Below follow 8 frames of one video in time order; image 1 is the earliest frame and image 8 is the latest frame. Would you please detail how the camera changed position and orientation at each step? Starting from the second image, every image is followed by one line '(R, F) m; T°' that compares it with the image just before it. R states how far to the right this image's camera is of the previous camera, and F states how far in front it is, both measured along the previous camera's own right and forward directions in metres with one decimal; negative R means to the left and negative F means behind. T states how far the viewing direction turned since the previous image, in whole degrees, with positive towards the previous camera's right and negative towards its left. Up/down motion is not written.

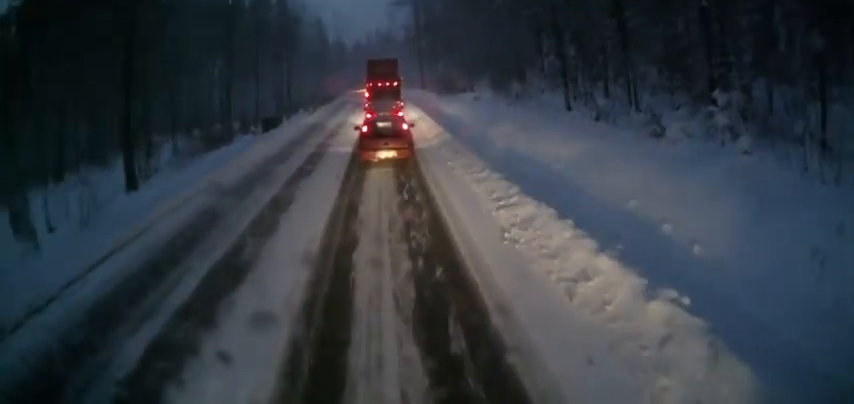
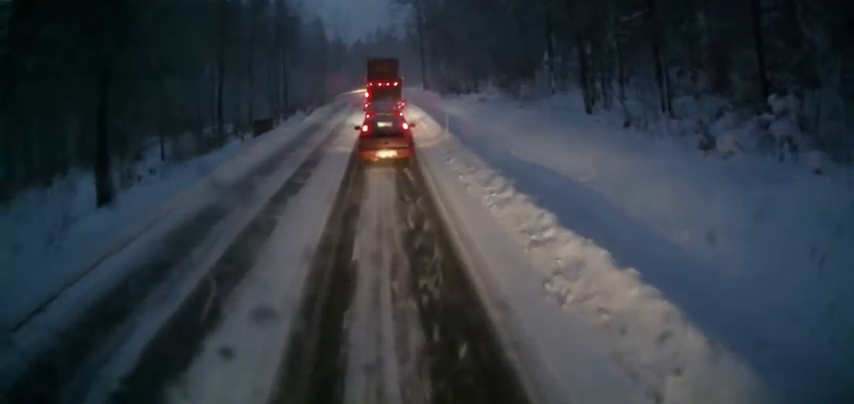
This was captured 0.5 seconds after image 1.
(+0.1, +2.0) m; +1°
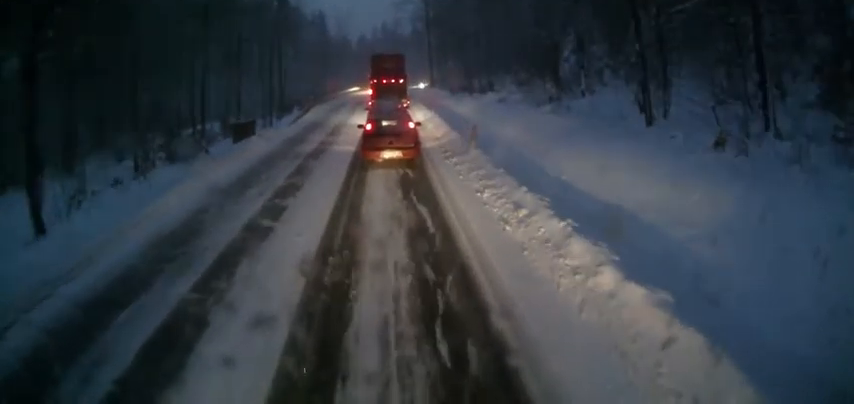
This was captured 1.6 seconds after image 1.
(+0.1, +4.5) m; +1°
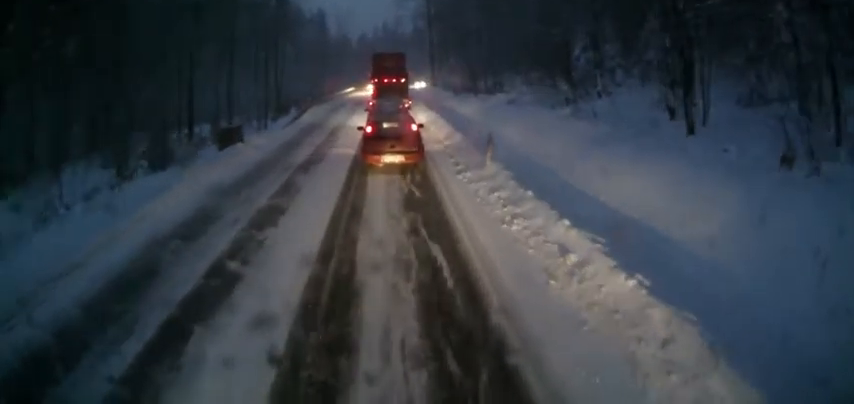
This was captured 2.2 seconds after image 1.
(0.0, +2.5) m; 0°
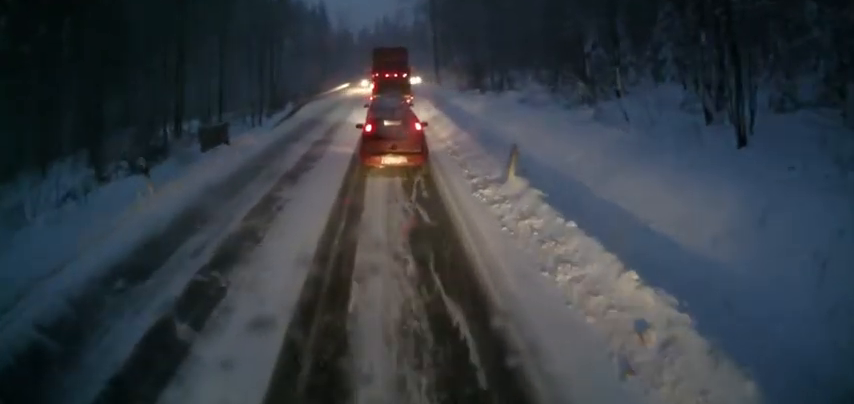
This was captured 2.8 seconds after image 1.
(0.0, +2.8) m; 0°
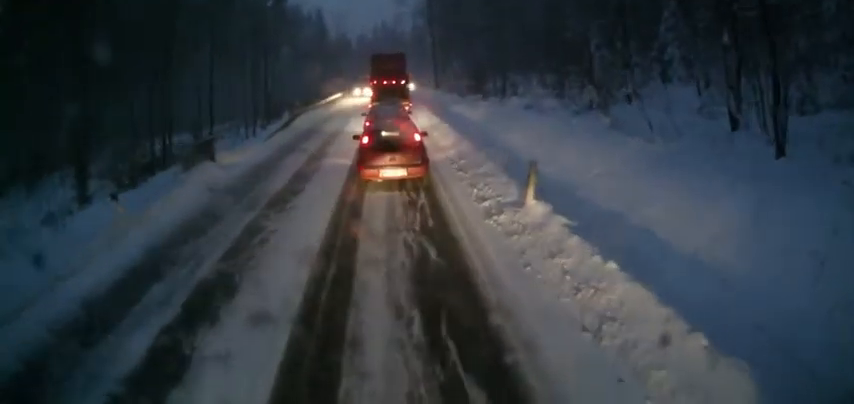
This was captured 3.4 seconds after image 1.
(0.0, +1.9) m; 0°
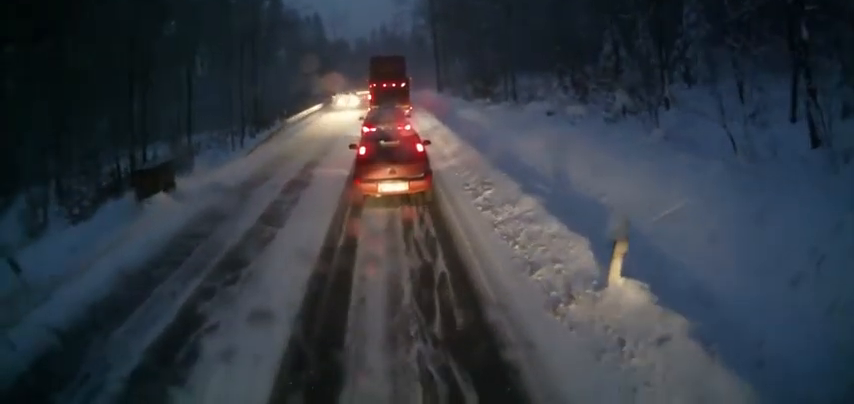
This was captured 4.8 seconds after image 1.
(0.0, +4.4) m; -4°
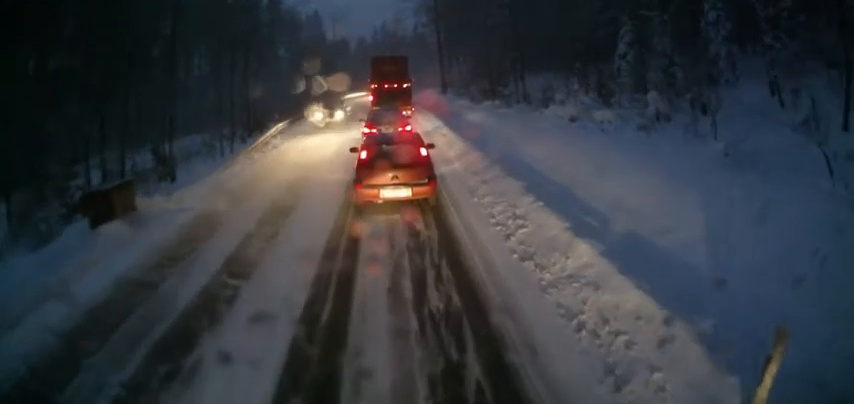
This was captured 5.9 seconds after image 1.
(-0.2, +3.1) m; +1°
